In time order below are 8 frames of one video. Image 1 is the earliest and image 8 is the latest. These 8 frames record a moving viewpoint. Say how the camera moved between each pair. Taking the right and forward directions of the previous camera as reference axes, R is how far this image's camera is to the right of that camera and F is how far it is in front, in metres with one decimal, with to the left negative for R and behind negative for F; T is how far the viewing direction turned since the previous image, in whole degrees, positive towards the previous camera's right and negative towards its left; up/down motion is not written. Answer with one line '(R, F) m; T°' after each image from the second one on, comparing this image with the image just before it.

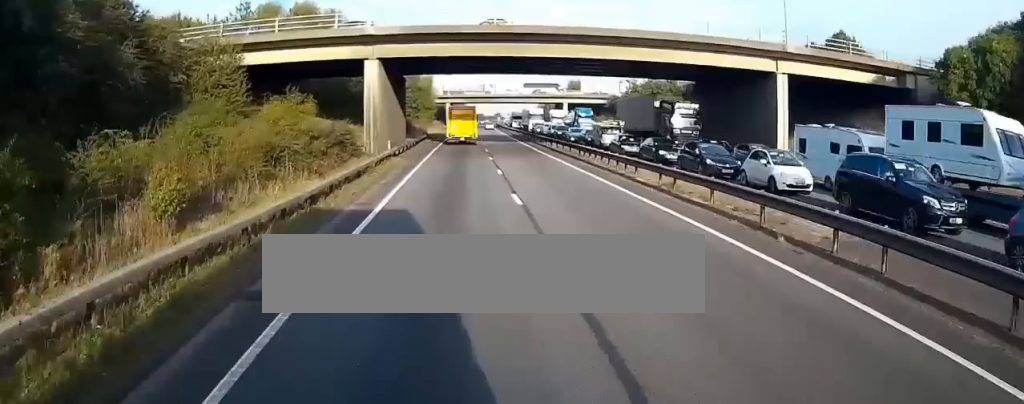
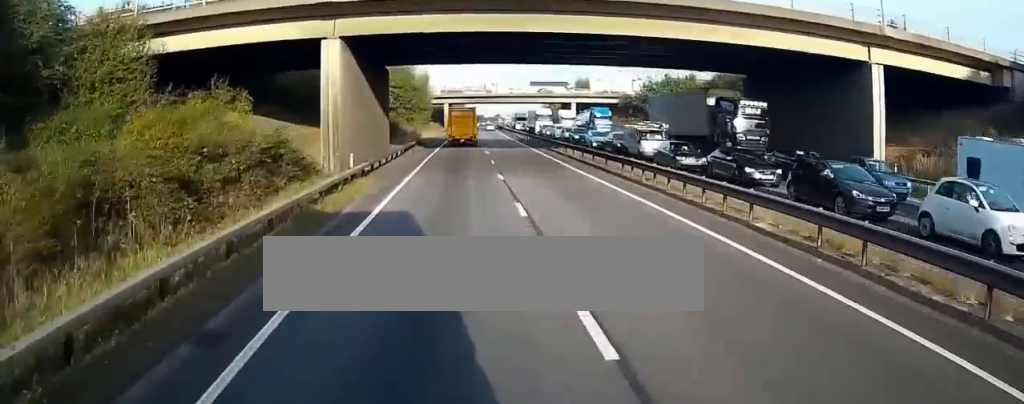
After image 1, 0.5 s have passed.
(+0.1, +10.5) m; 0°
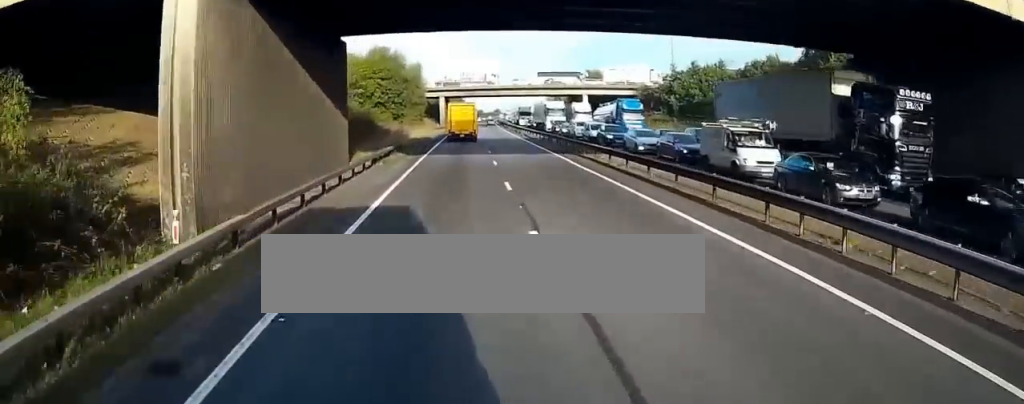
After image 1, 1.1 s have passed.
(-0.2, +13.5) m; -1°
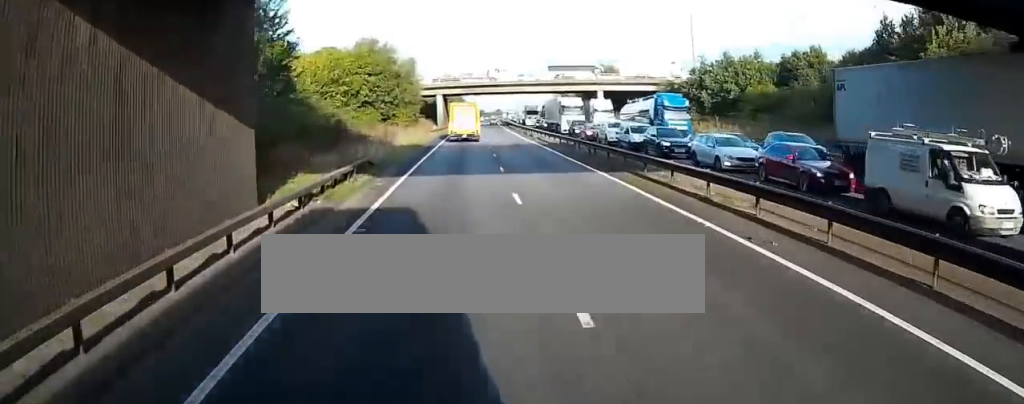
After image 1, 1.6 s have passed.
(-0.1, +12.8) m; 0°
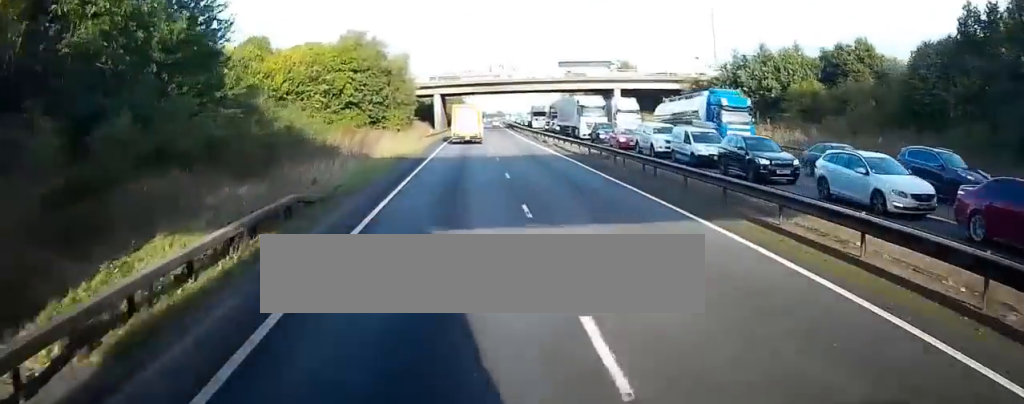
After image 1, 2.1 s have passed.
(0.0, +9.8) m; 0°
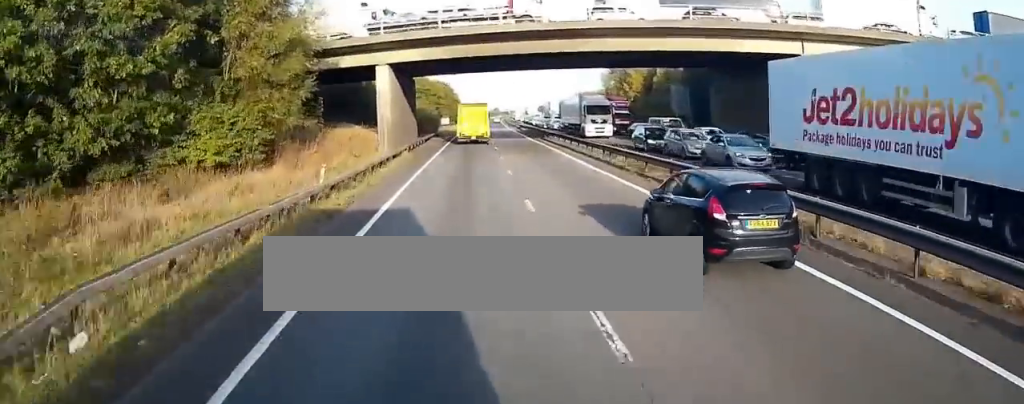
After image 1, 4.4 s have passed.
(0.0, +52.9) m; 0°
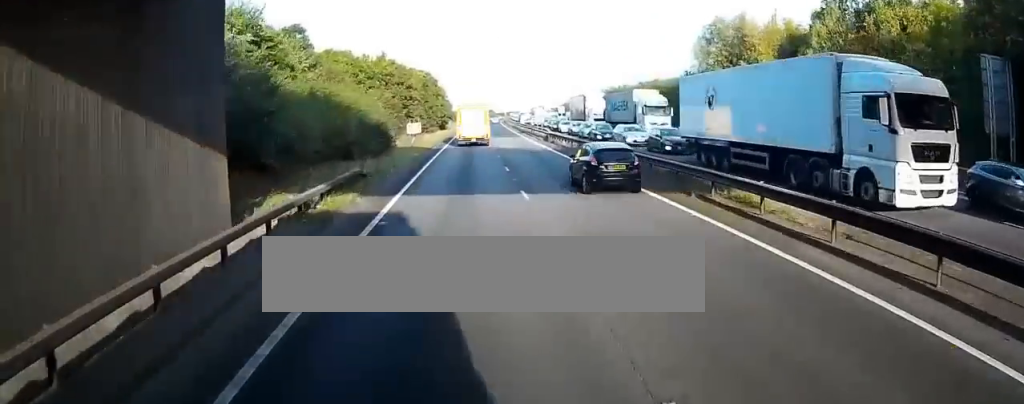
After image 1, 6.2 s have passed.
(+0.3, +42.2) m; 0°
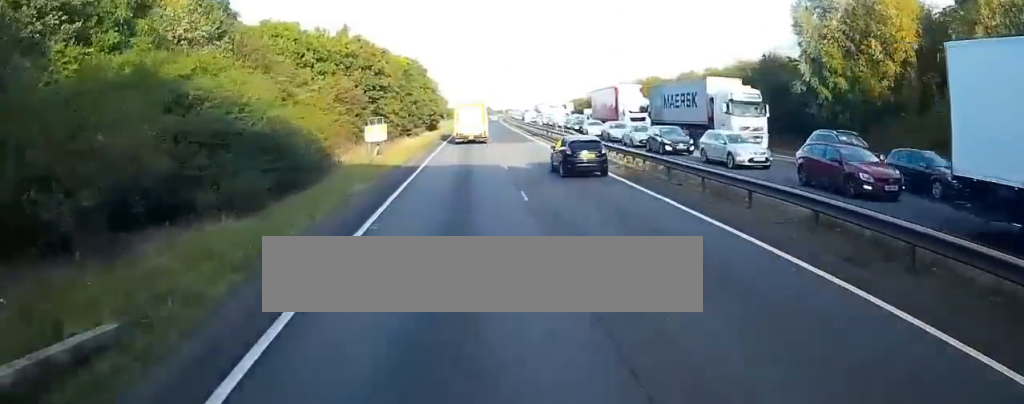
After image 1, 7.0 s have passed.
(0.0, +18.4) m; 0°
